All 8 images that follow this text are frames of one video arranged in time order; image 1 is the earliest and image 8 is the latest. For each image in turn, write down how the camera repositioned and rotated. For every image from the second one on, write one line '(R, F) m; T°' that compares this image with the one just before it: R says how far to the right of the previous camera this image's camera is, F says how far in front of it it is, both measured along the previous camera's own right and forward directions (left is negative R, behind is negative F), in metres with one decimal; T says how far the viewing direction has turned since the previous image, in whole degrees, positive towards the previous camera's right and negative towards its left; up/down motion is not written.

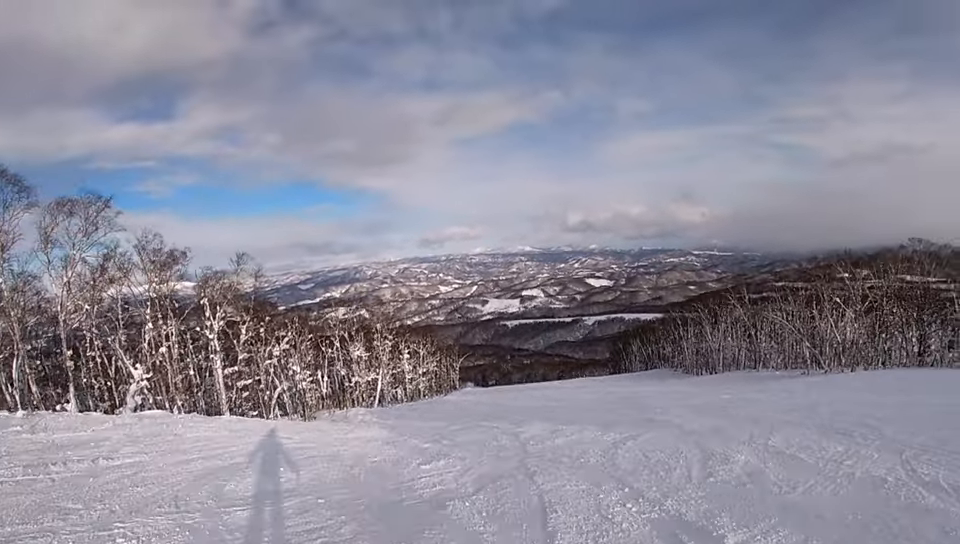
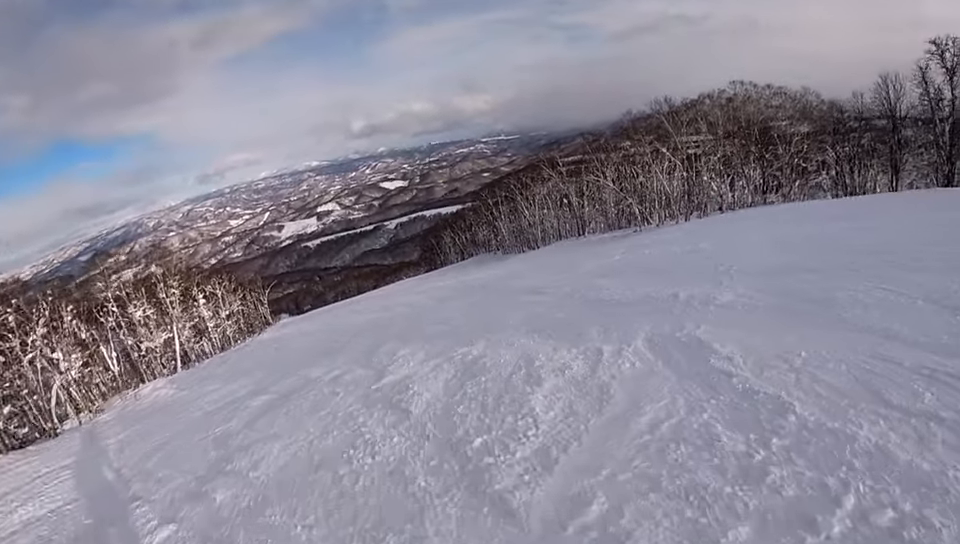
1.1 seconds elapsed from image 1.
(+2.2, +7.3) m; +18°
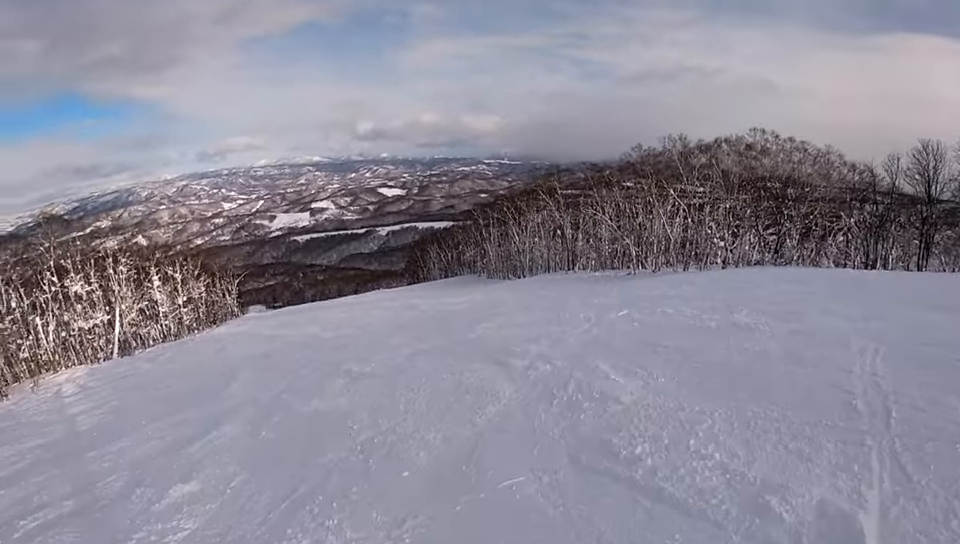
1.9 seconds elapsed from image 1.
(-0.1, +5.8) m; -11°
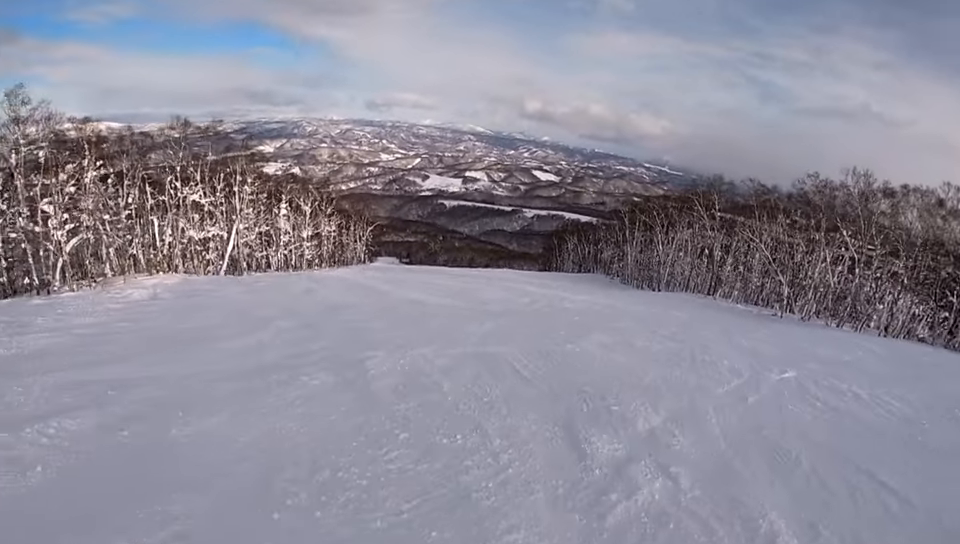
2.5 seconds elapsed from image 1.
(-0.5, +4.1) m; -13°
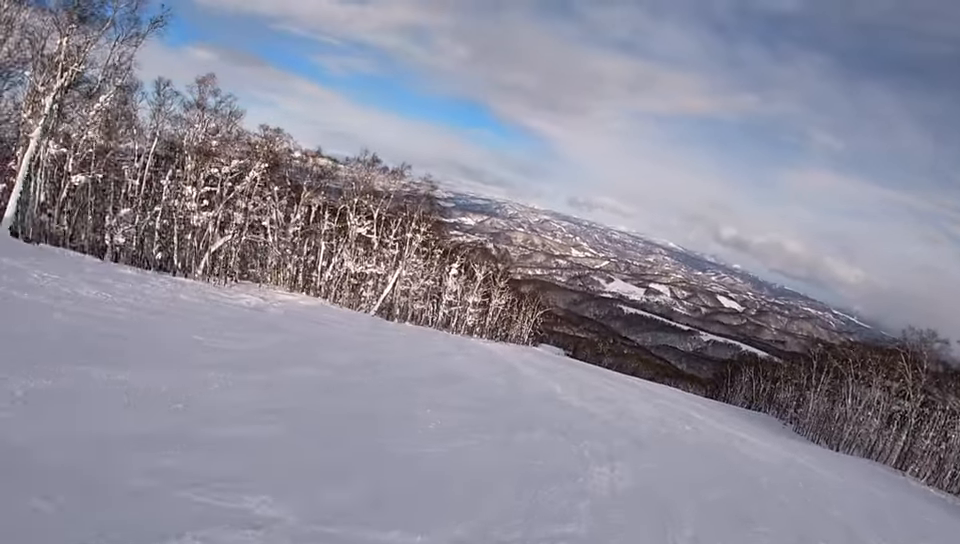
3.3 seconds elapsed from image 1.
(-1.0, +5.9) m; -14°
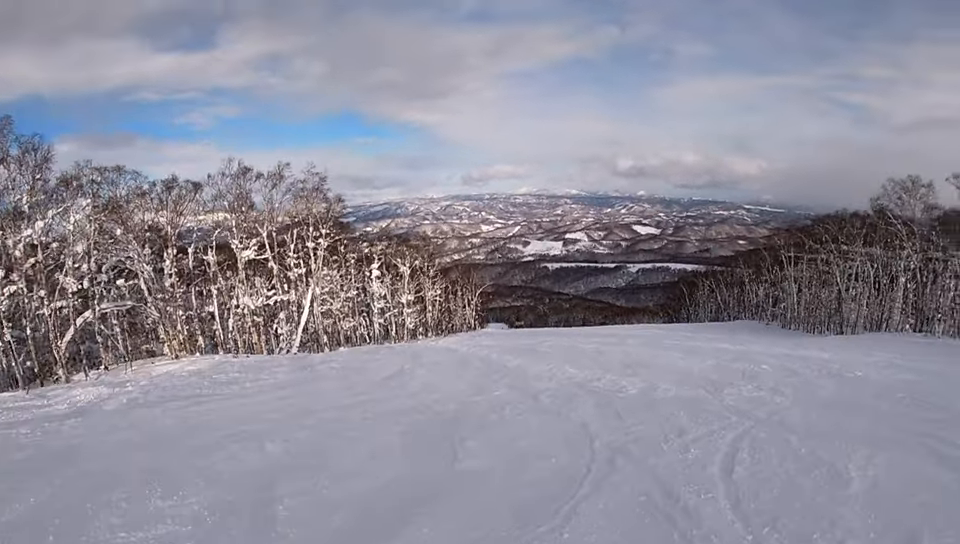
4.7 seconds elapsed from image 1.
(-0.2, +9.5) m; +9°
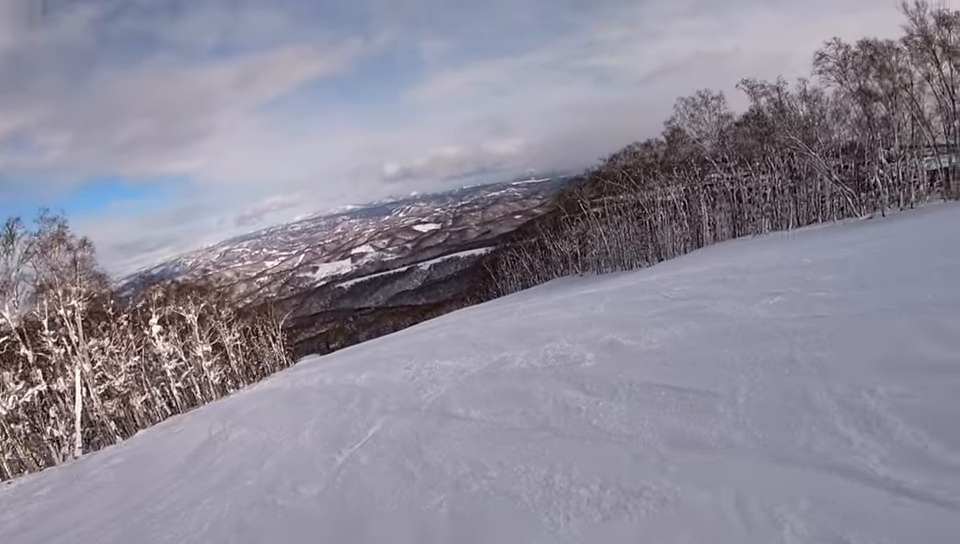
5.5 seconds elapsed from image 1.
(+0.7, +6.2) m; +16°
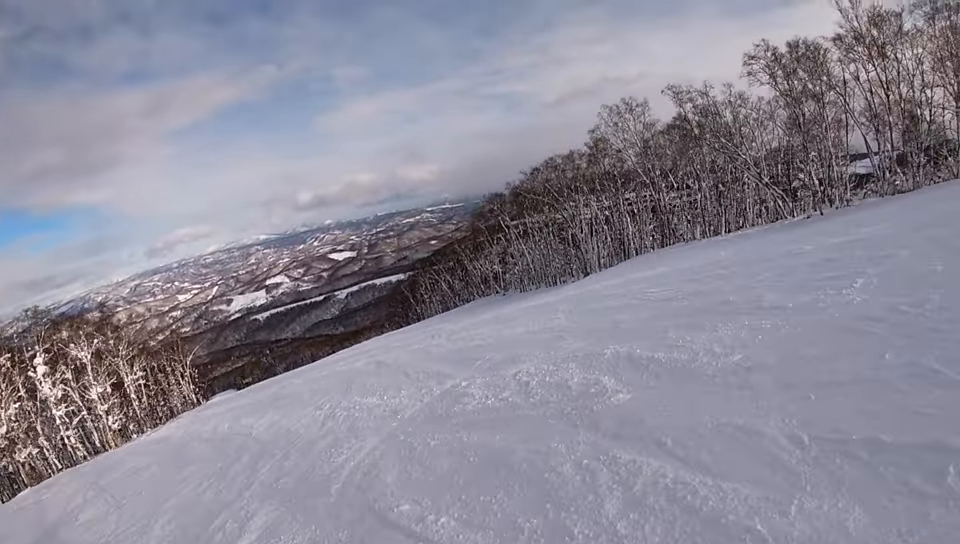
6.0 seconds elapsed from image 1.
(-0.6, +3.5) m; +12°
